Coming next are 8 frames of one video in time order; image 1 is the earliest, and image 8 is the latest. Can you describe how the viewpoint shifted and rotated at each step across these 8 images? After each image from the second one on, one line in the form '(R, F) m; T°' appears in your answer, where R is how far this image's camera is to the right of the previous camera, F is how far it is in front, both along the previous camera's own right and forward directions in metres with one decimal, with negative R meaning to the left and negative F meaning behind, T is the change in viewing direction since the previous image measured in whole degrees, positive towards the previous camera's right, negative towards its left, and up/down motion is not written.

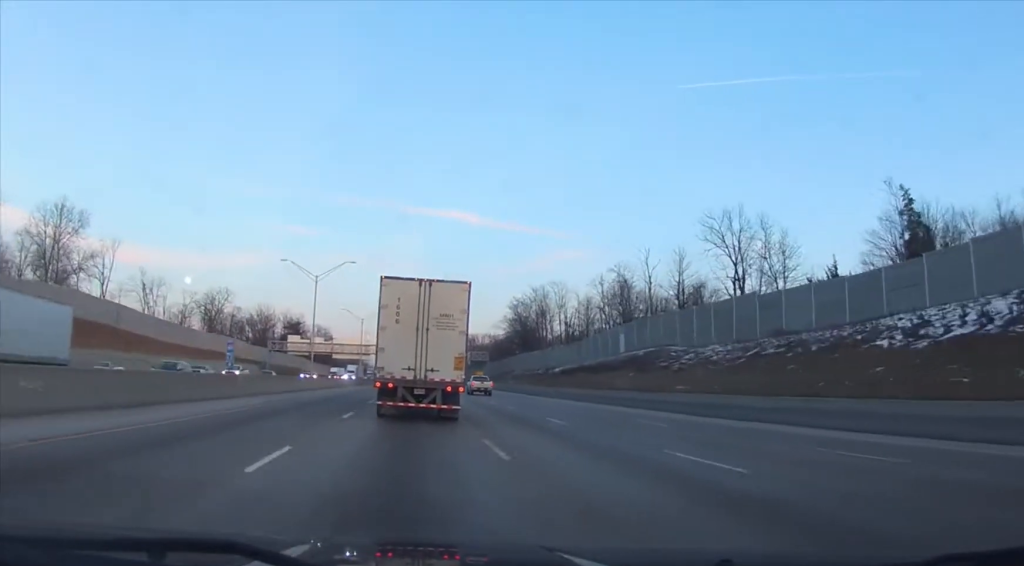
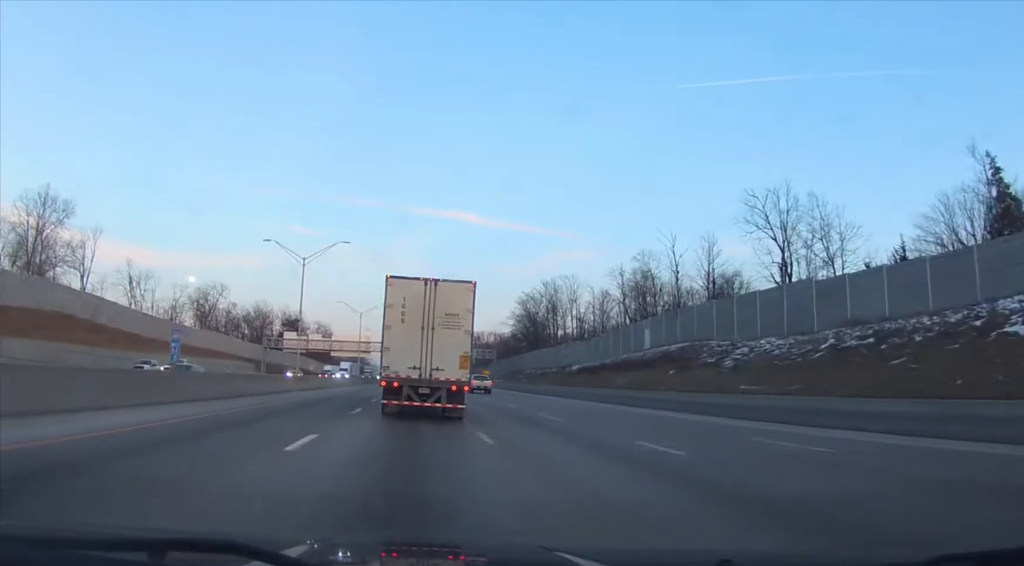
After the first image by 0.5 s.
(0.0, +9.7) m; 0°
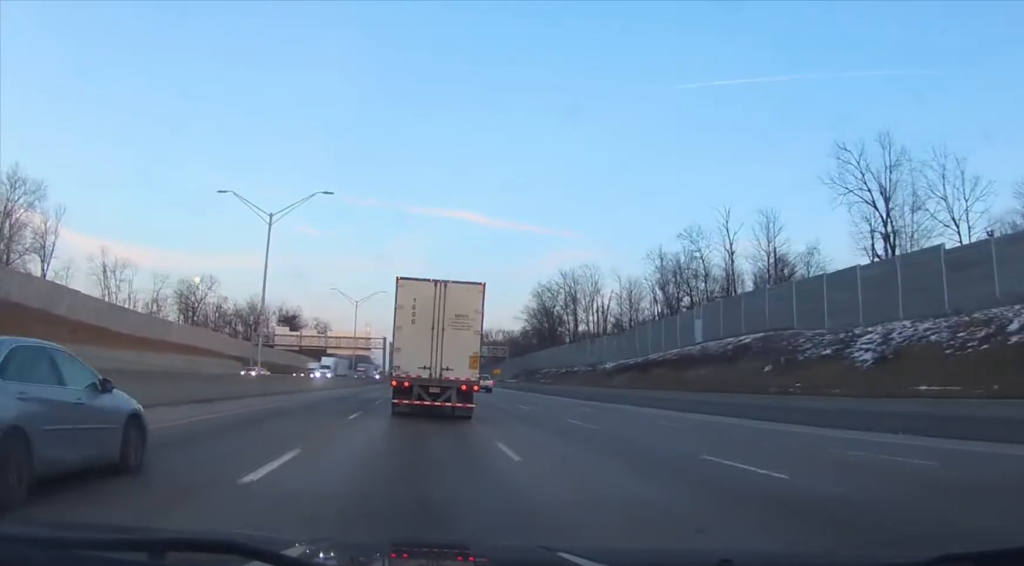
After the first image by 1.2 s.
(0.0, +15.8) m; -1°
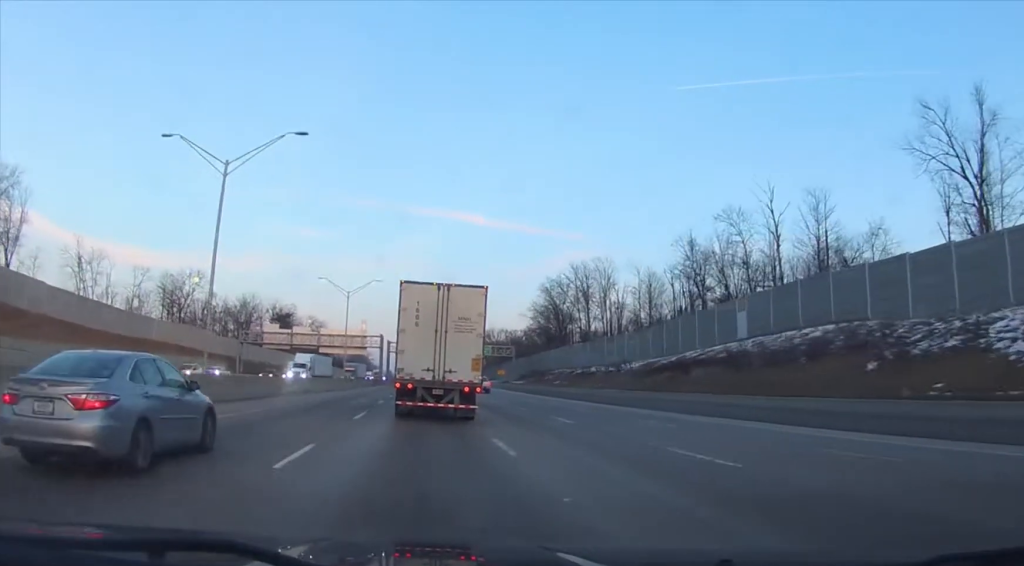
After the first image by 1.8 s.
(-0.1, +10.8) m; 0°
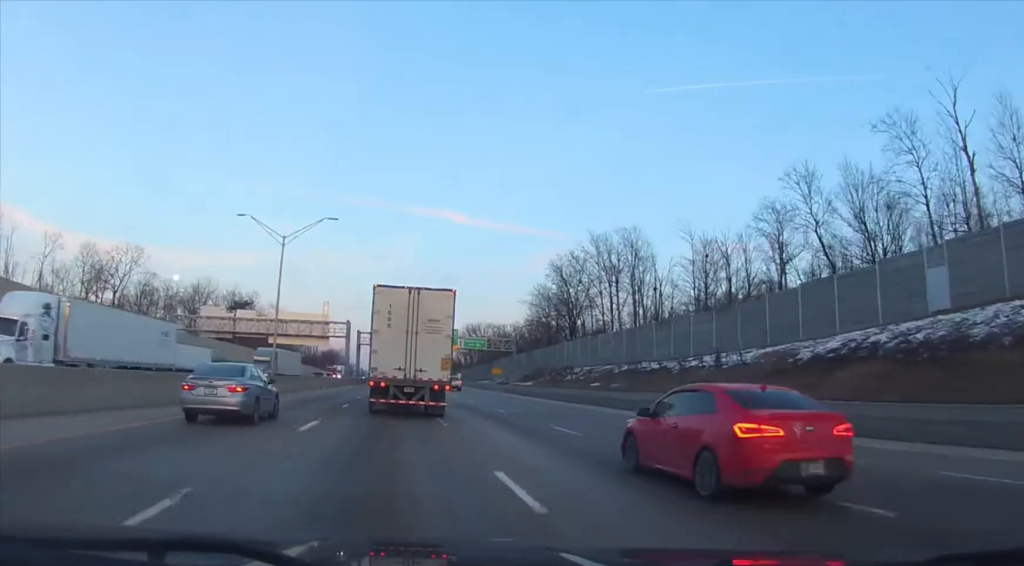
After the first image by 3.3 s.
(+0.5, +30.2) m; 0°
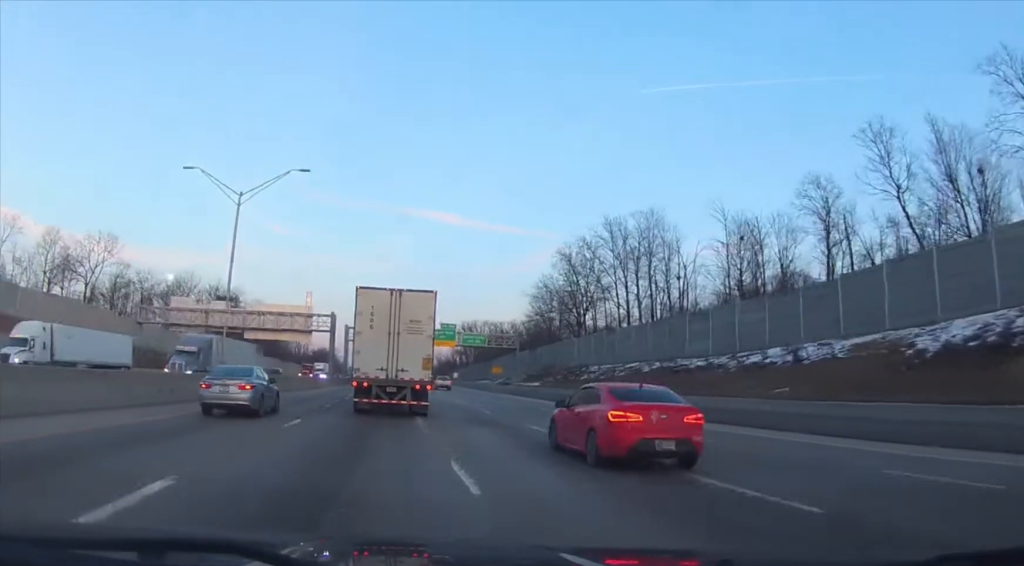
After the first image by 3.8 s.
(-0.3, +11.3) m; 0°
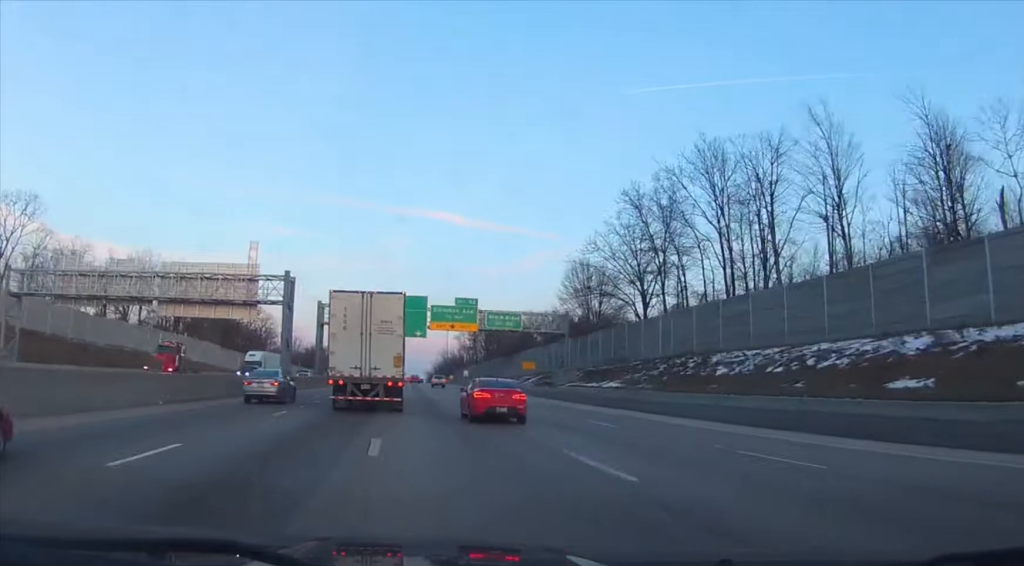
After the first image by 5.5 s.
(+0.2, +33.4) m; 0°
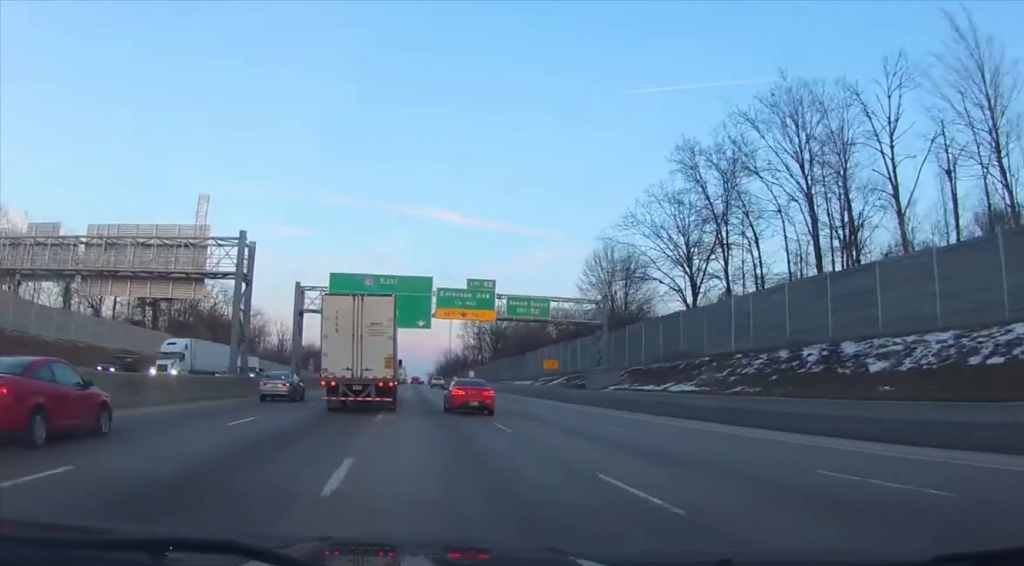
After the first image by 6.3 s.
(-0.4, +15.4) m; 0°
